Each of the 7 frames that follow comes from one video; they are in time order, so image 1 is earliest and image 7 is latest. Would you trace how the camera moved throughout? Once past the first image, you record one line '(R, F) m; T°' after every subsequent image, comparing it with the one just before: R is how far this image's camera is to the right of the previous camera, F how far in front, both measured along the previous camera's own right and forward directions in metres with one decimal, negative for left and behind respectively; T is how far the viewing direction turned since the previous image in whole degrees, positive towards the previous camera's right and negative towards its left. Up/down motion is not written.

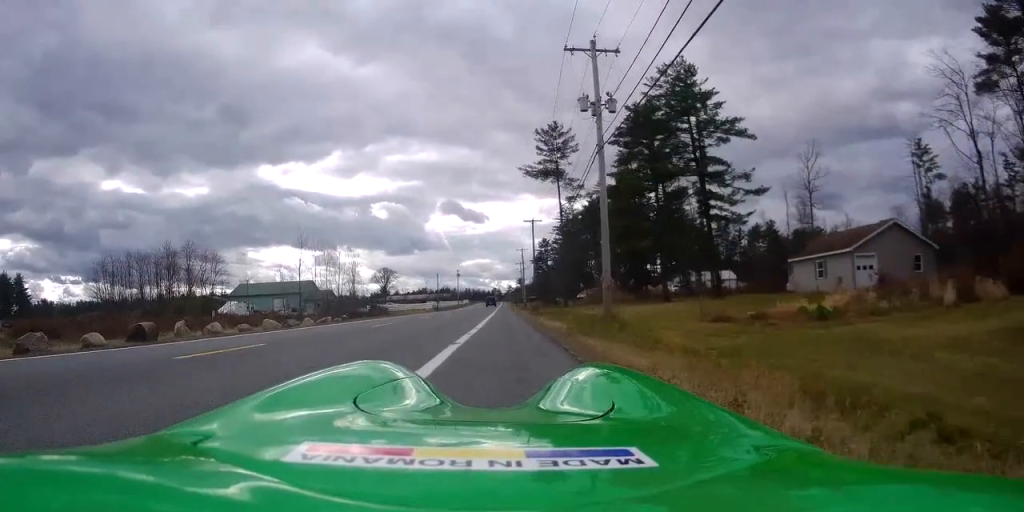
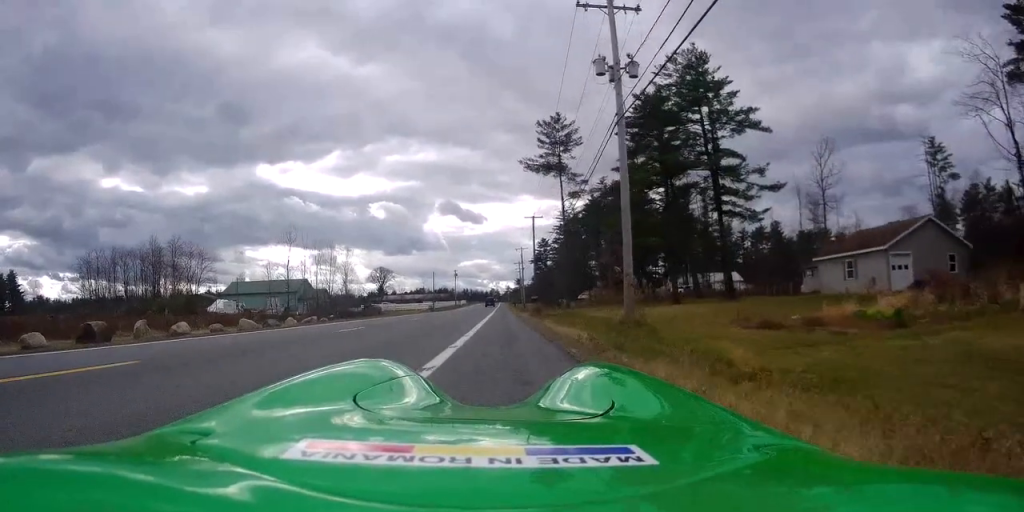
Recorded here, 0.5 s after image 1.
(0.0, +4.2) m; 0°
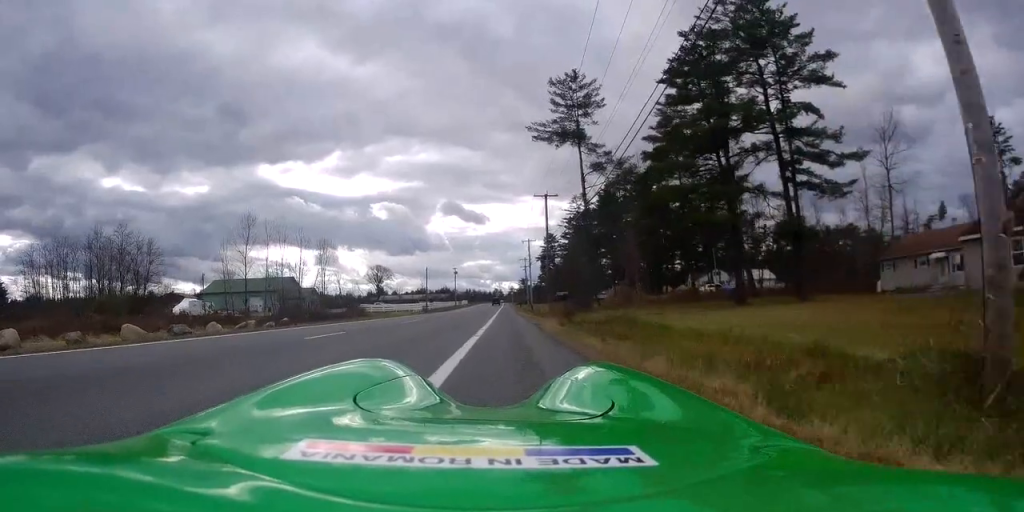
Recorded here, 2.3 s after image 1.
(0.0, +15.1) m; 0°
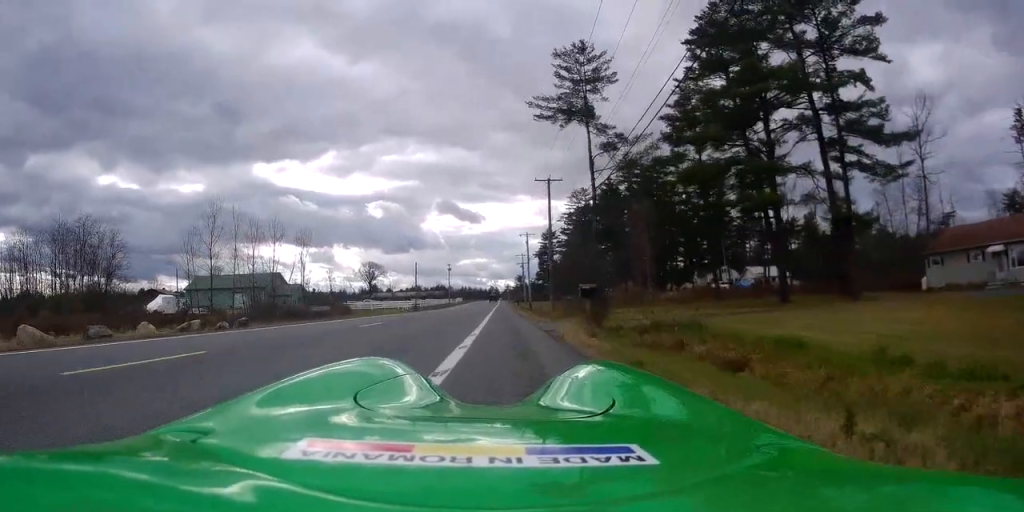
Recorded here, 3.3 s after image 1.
(+0.3, +7.5) m; +2°
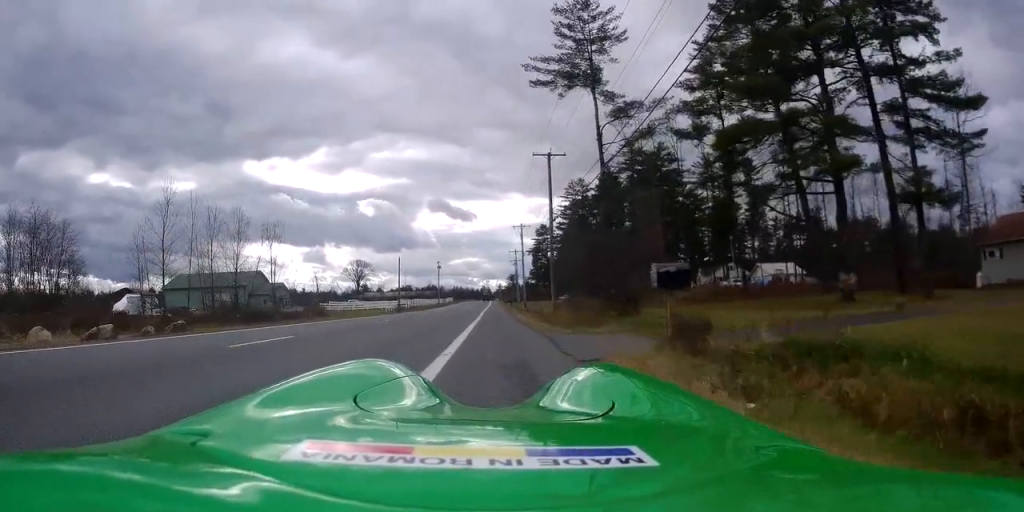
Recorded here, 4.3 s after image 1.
(0.0, +7.7) m; 0°
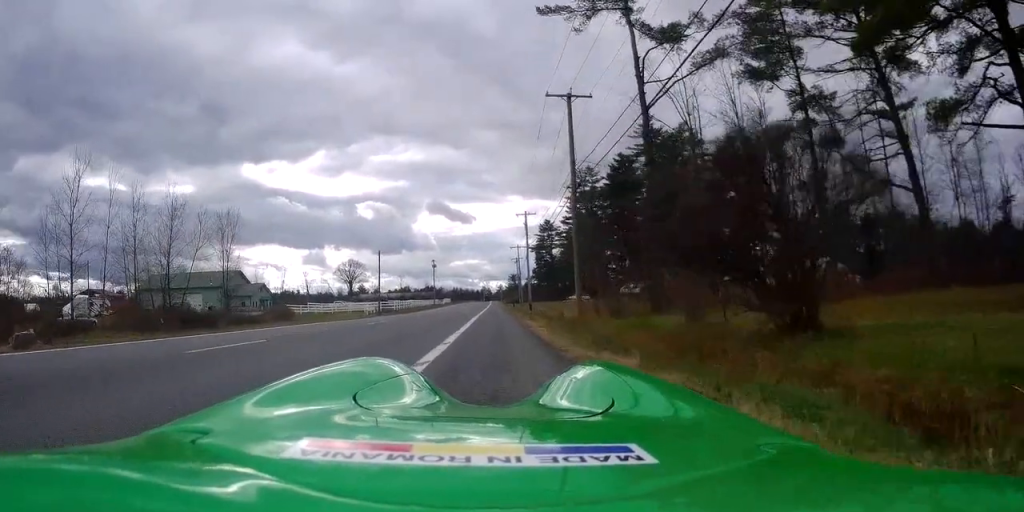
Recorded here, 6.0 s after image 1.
(-0.1, +12.8) m; -2°
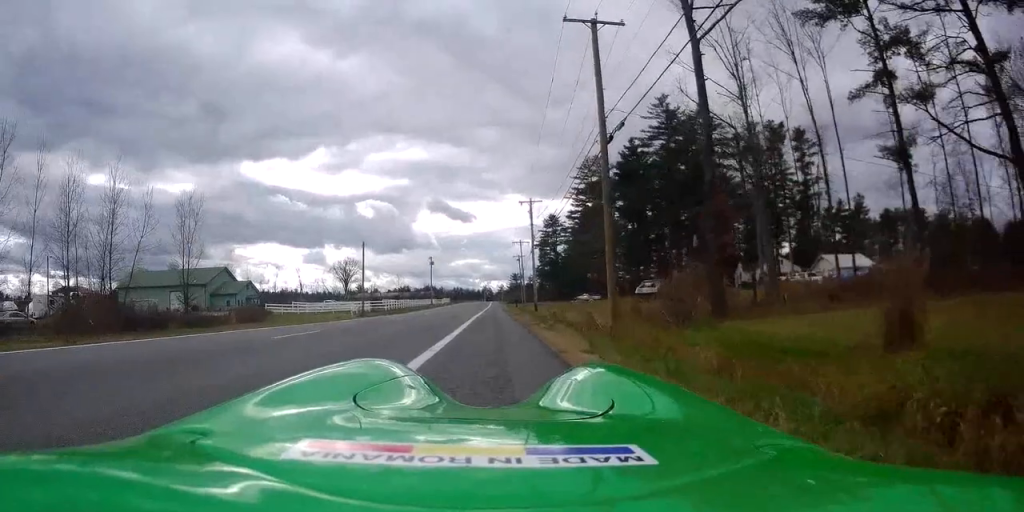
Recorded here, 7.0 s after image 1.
(-0.2, +8.0) m; -1°
